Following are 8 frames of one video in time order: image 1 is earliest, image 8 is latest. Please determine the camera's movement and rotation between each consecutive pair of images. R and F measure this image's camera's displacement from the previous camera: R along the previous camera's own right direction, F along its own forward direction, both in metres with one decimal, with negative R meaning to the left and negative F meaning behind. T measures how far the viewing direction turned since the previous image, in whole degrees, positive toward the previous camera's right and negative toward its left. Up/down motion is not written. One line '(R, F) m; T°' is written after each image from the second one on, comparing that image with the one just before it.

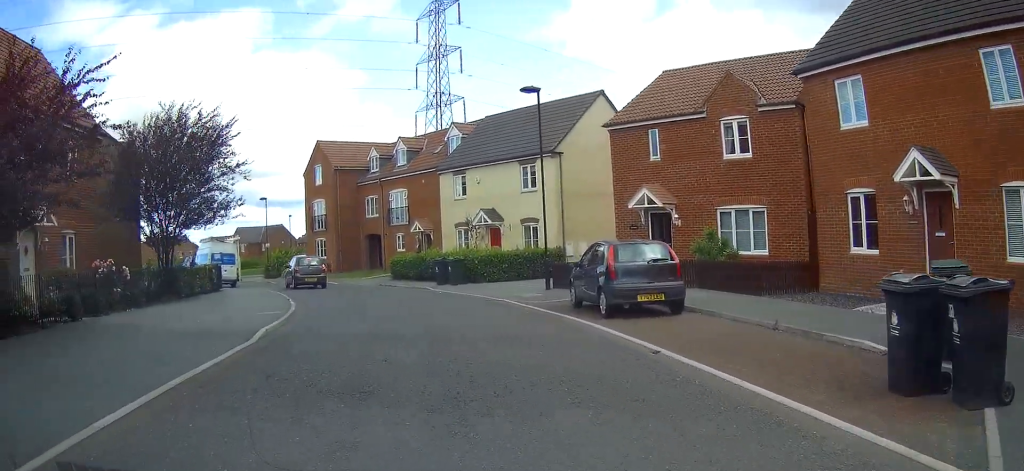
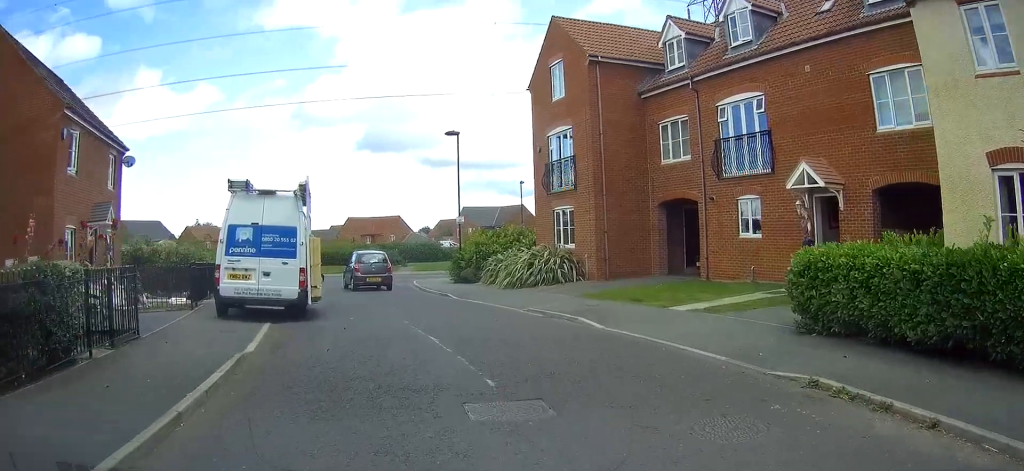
(-12.3, +21.9) m; -37°
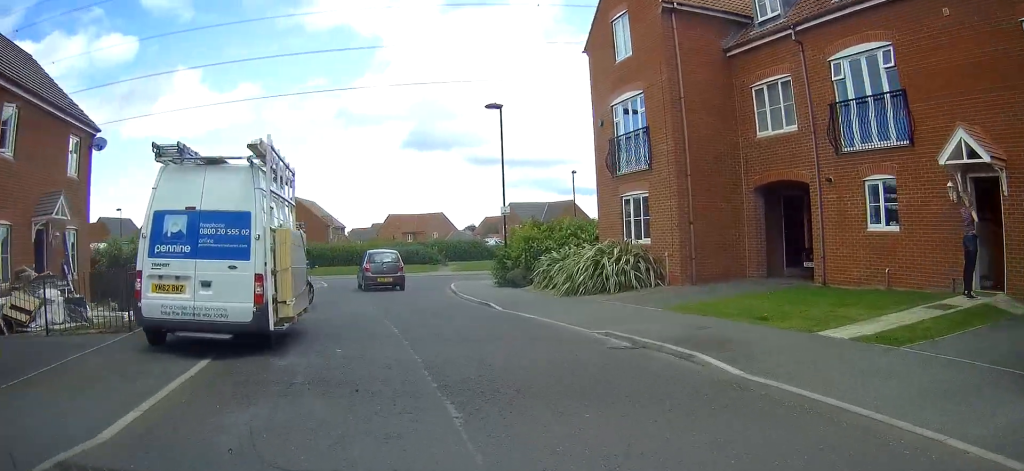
(+0.1, +4.8) m; -5°
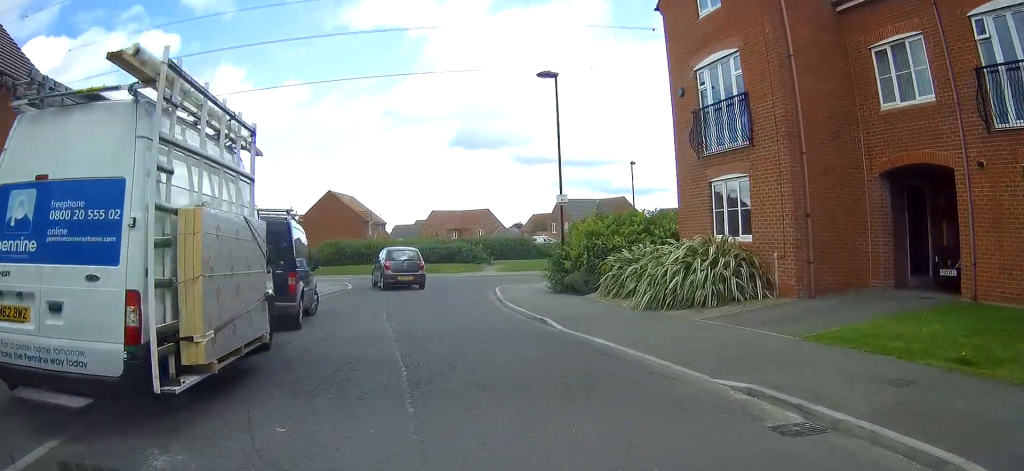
(-0.3, +4.4) m; -4°
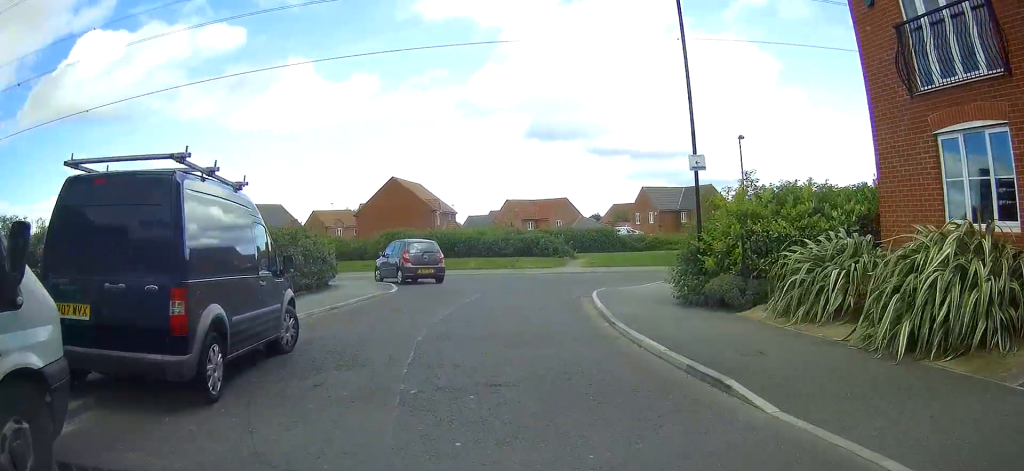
(-0.5, +6.9) m; -4°
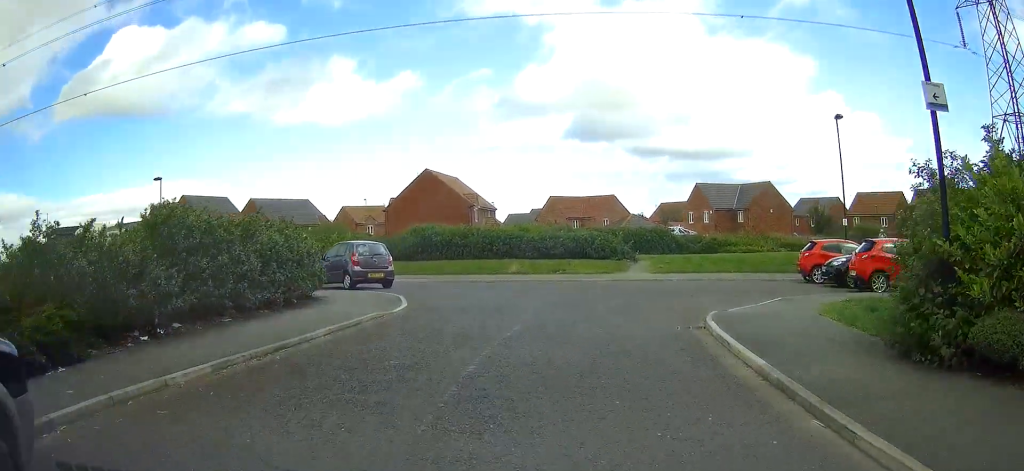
(0.0, +6.7) m; +2°
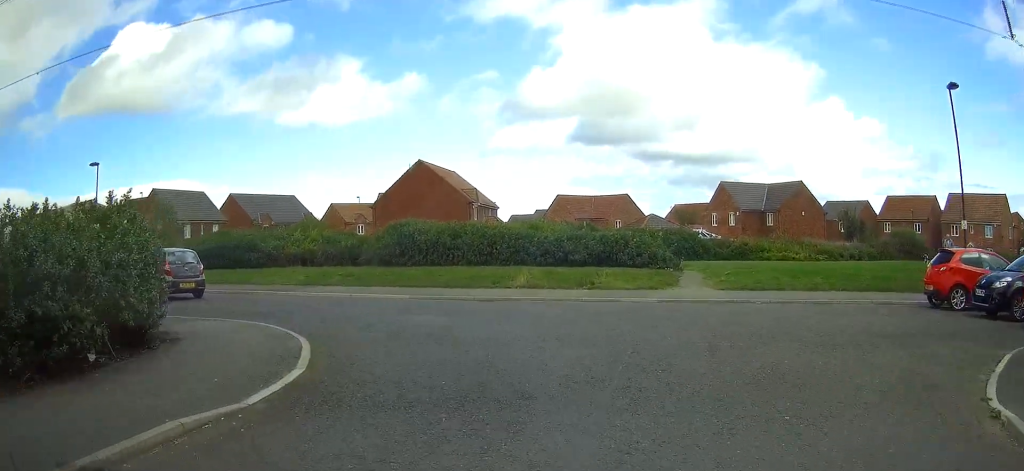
(+0.2, +8.3) m; -4°
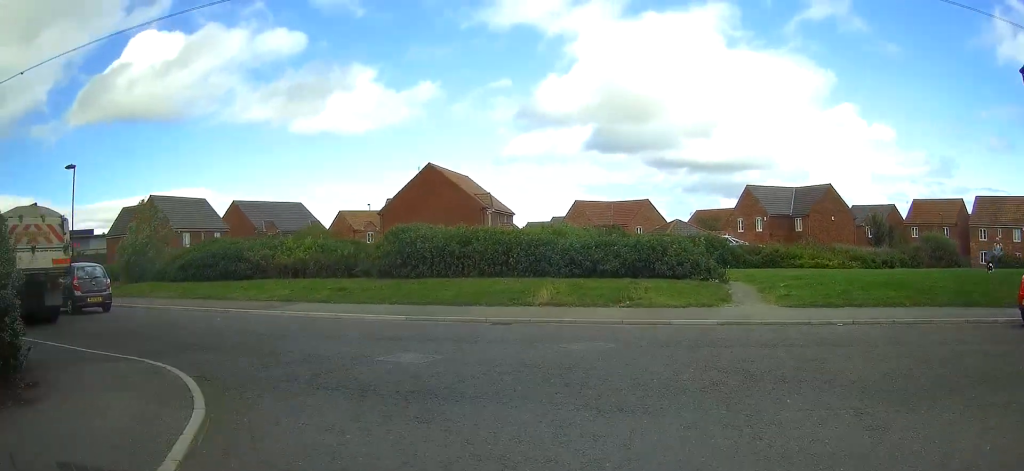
(-0.3, +3.7) m; -3°
